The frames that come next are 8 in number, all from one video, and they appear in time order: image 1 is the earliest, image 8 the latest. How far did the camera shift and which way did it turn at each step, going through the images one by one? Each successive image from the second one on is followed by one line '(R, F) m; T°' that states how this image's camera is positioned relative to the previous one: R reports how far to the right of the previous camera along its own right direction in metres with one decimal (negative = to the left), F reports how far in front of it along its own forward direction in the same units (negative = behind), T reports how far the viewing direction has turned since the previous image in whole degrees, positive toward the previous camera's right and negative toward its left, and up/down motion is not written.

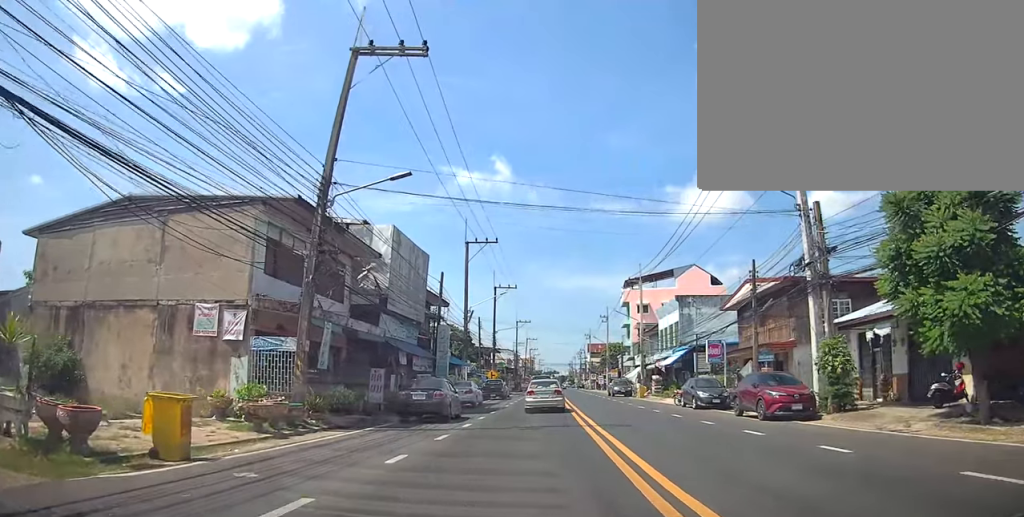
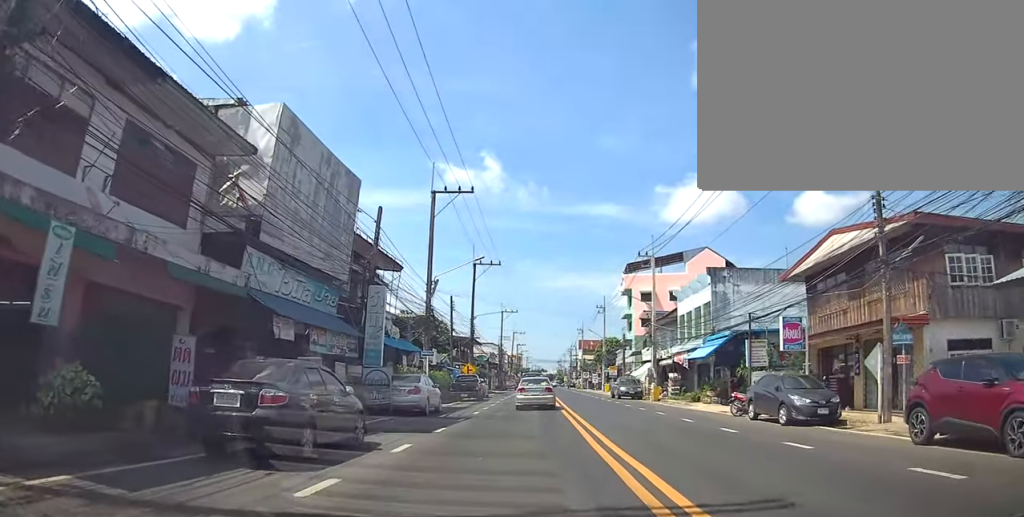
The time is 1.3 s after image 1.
(0.0, +11.3) m; 0°
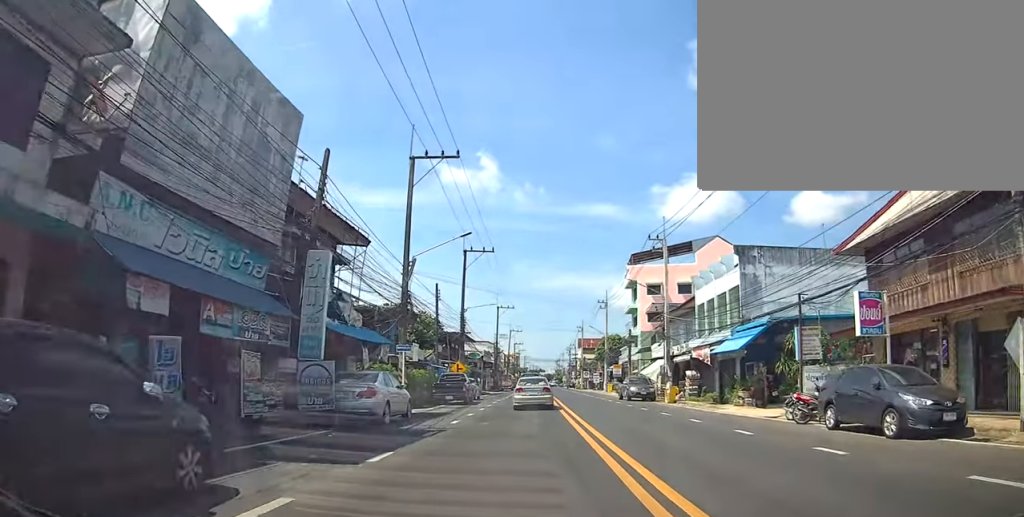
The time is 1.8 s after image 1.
(0.0, +5.3) m; 0°
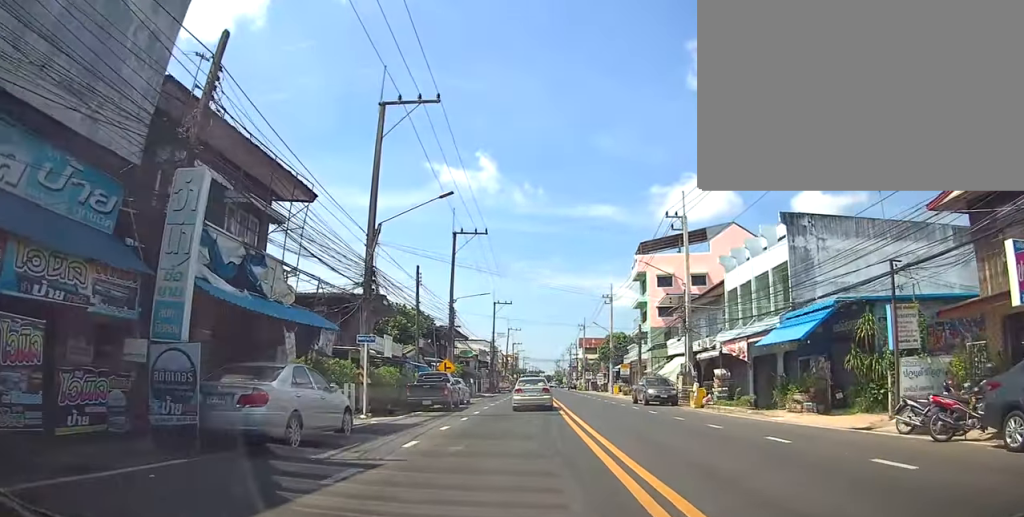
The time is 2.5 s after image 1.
(+0.1, +6.1) m; 0°
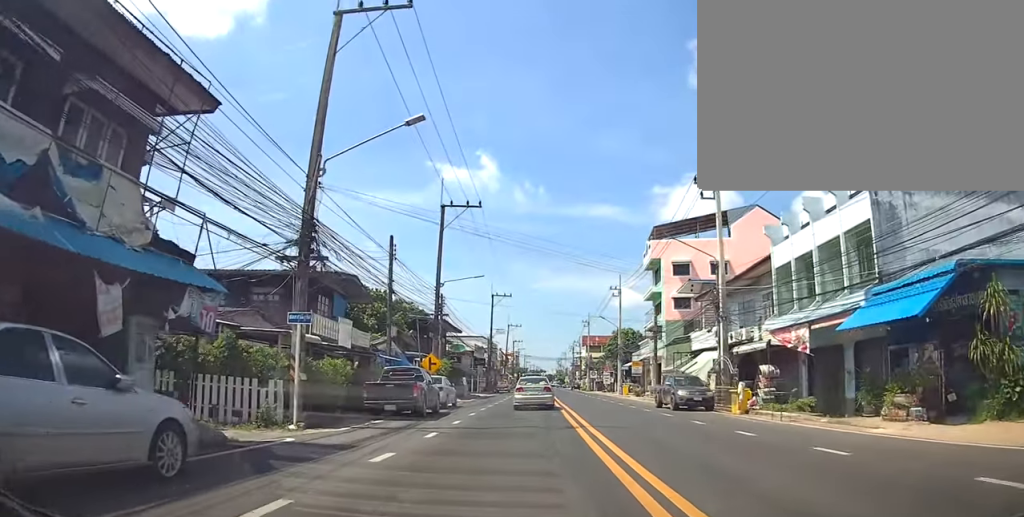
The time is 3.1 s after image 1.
(0.0, +6.4) m; 0°
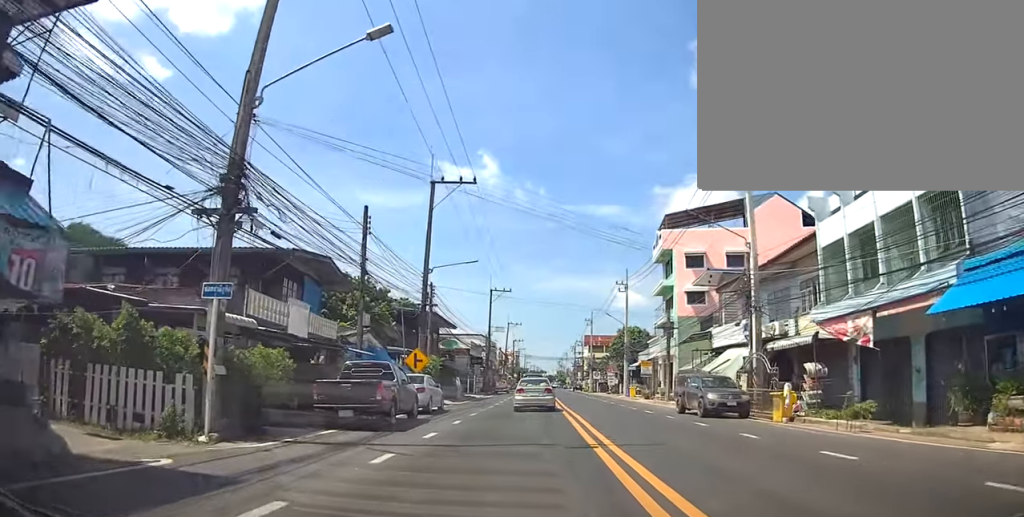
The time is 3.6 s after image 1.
(0.0, +4.4) m; 0°
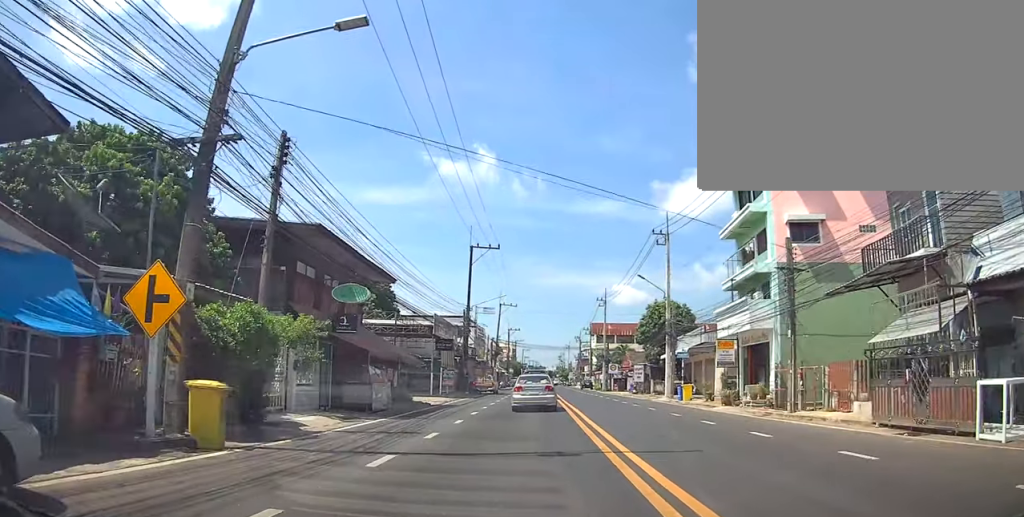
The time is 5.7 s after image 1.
(0.0, +21.6) m; 0°
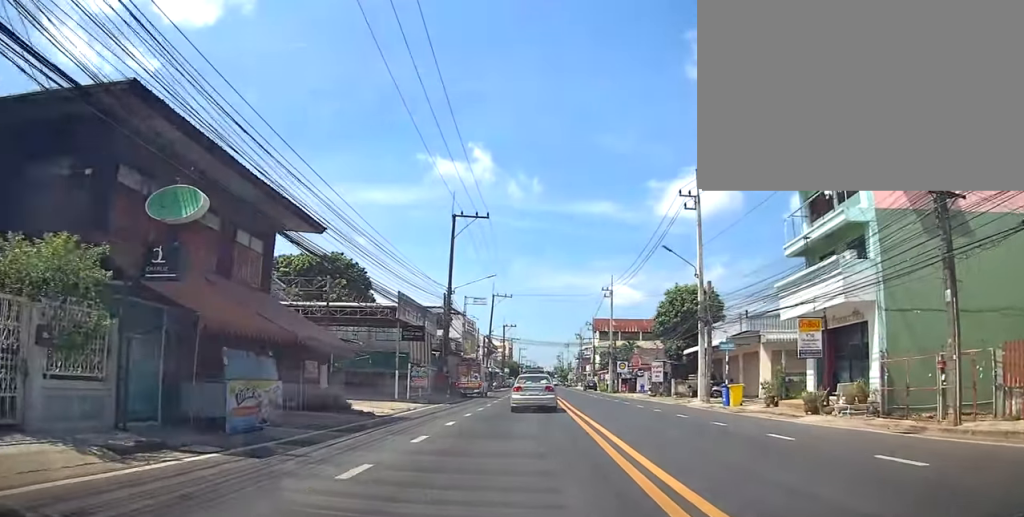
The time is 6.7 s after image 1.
(+0.1, +10.2) m; +5°
